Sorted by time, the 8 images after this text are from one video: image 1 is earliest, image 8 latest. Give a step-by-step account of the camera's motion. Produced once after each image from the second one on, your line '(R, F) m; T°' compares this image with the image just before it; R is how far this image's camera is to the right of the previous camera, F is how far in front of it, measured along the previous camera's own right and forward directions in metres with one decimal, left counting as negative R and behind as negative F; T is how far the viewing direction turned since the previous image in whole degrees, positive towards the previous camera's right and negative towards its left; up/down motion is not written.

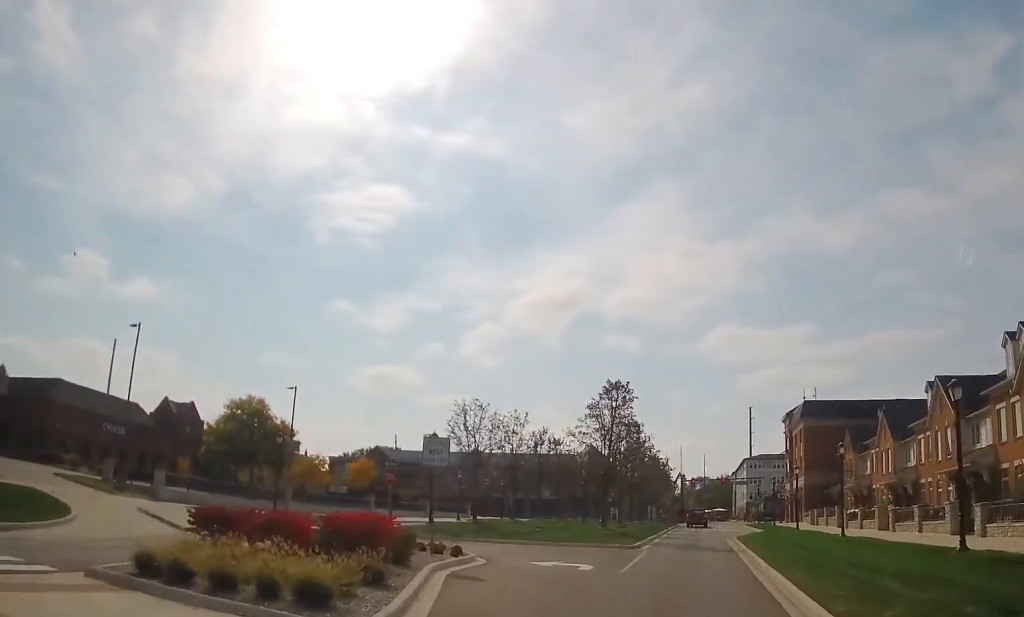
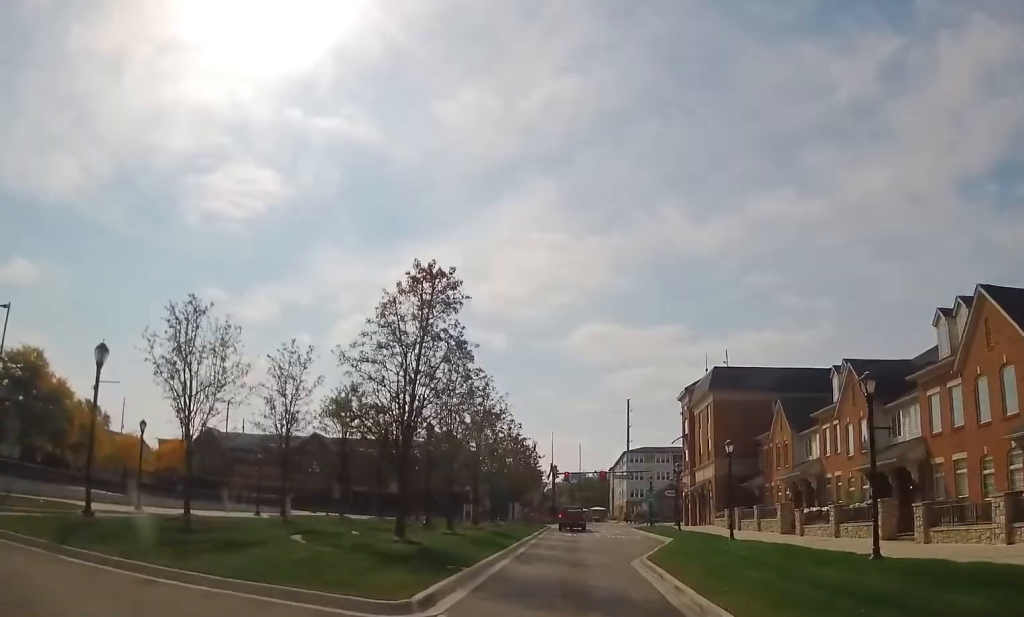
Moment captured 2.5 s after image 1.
(+1.2, +17.2) m; +7°
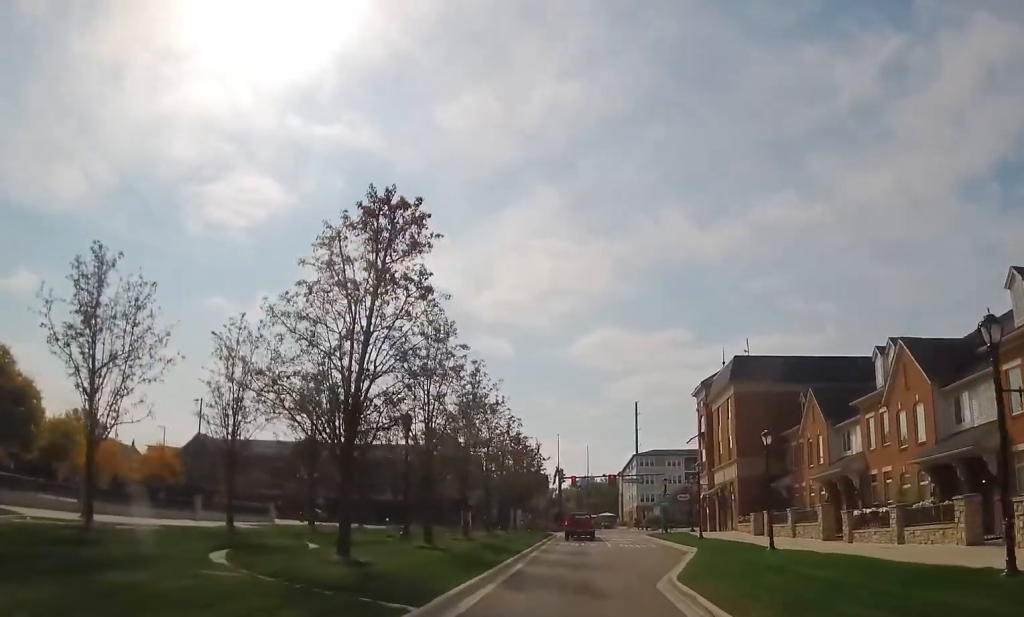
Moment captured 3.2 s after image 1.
(0.0, +5.4) m; 0°
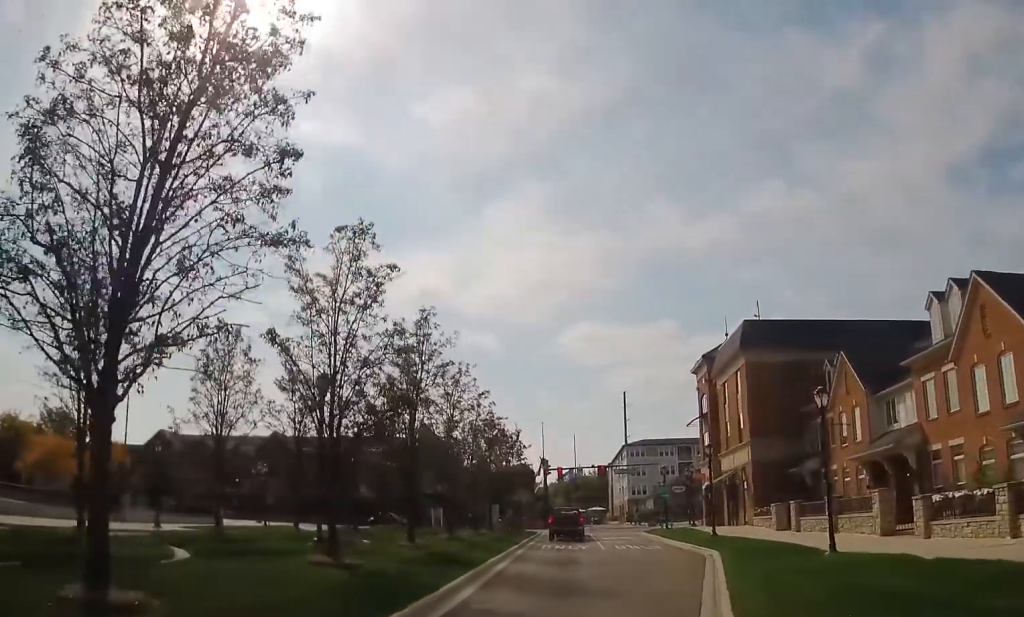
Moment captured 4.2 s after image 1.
(0.0, +7.8) m; 0°
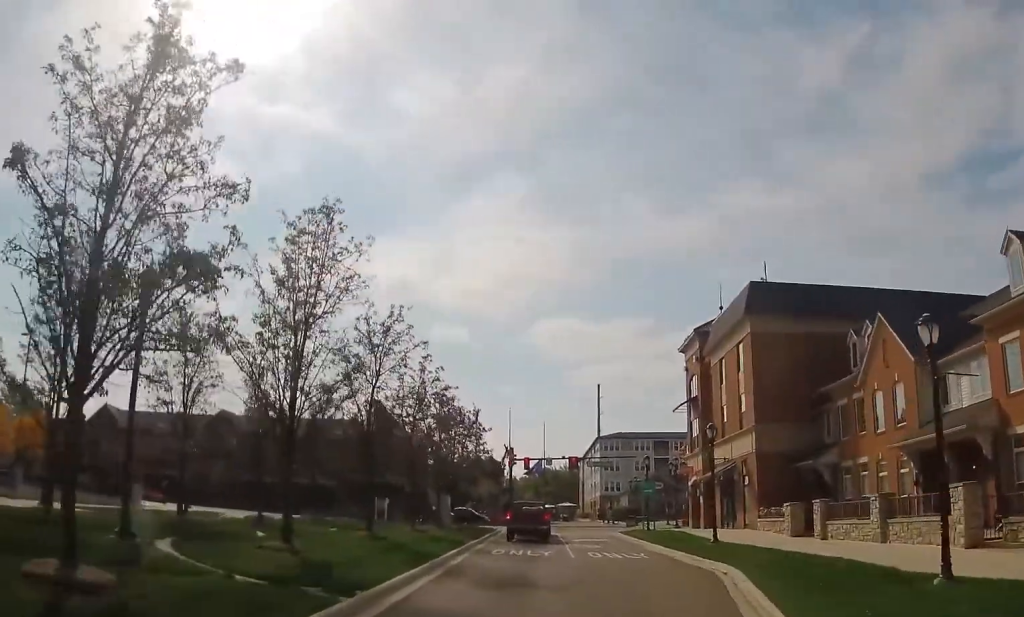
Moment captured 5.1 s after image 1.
(0.0, +7.6) m; 0°
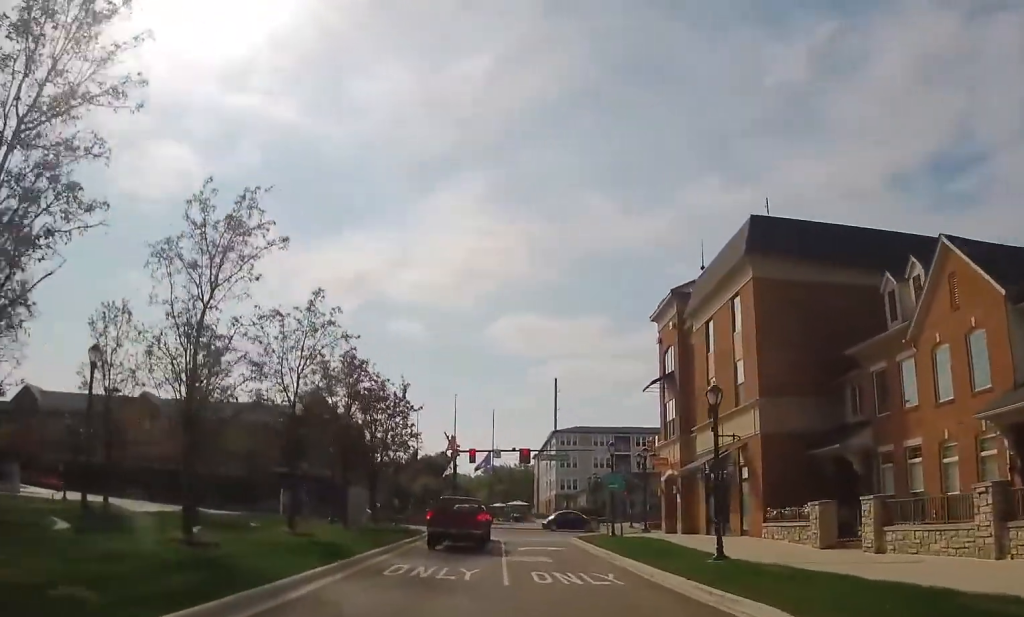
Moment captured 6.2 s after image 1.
(0.0, +8.4) m; 0°
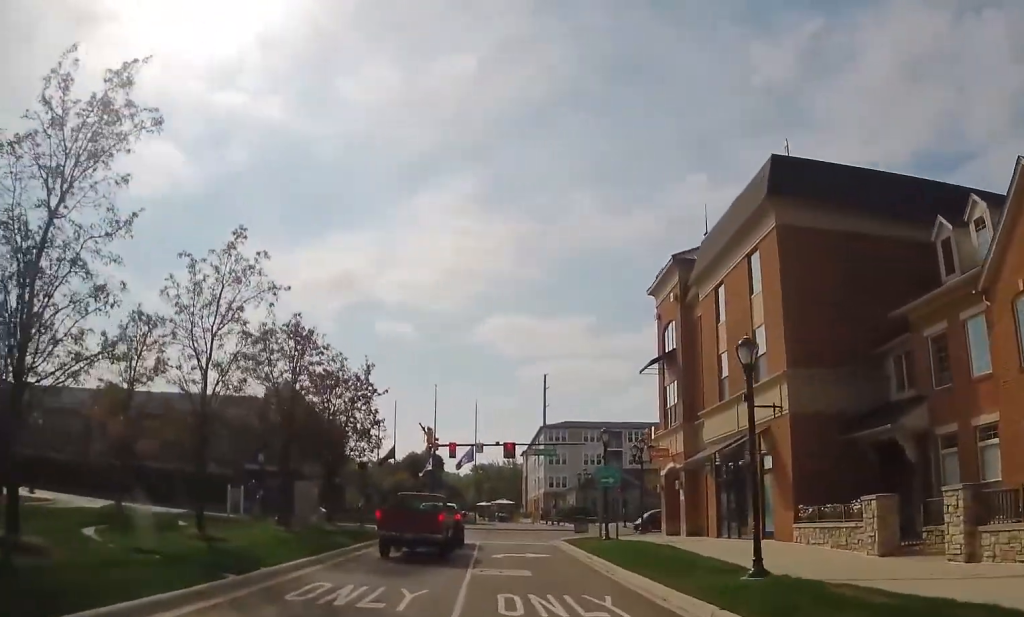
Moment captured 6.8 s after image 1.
(0.0, +4.9) m; +2°
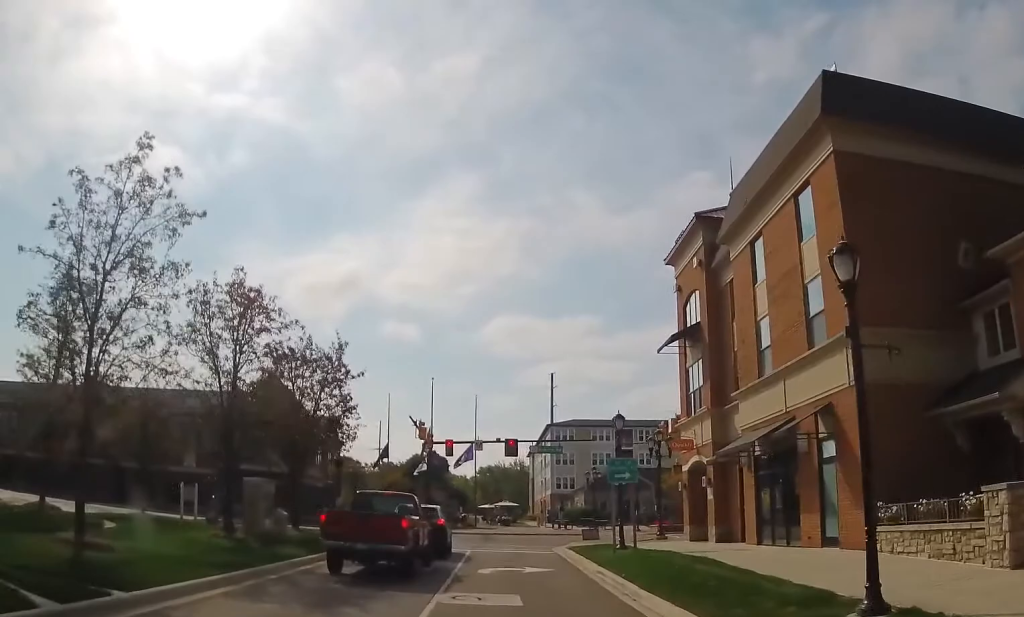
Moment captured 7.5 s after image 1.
(0.0, +4.9) m; +1°
